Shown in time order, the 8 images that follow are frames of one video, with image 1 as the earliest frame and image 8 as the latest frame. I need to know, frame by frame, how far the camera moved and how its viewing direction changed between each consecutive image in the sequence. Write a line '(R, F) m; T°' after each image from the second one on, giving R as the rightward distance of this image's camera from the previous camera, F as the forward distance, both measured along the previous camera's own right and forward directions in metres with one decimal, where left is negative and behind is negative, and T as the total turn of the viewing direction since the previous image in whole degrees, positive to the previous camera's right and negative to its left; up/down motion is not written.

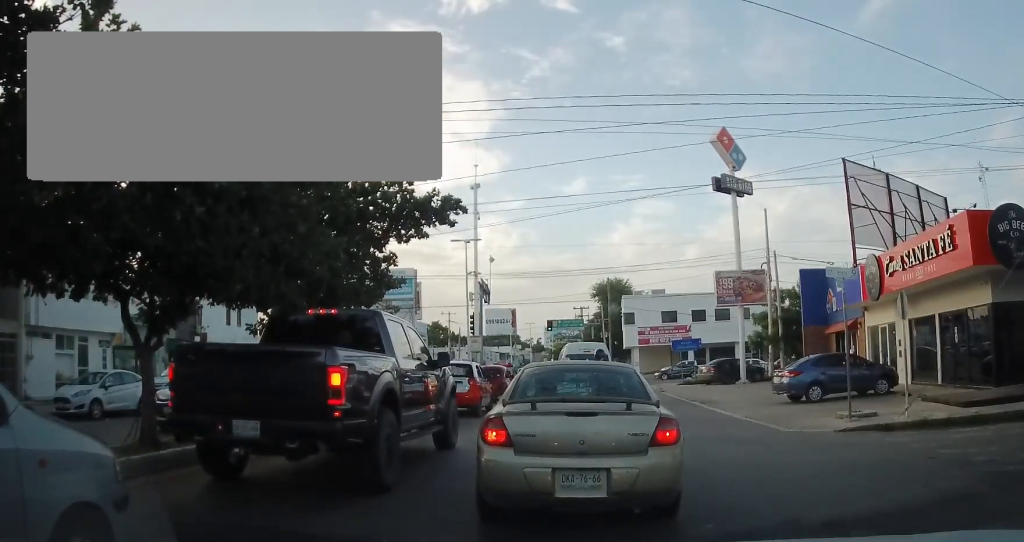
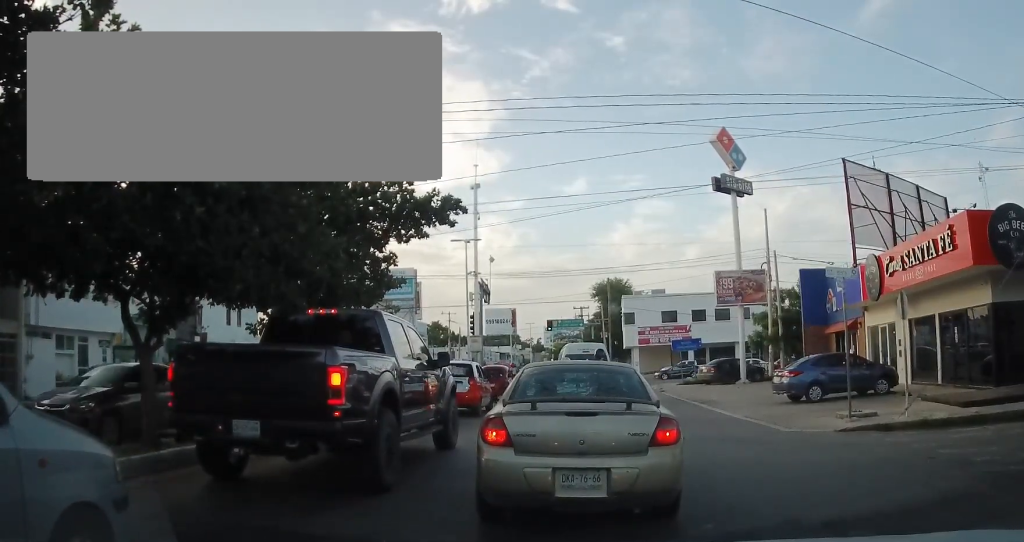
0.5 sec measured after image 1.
(0.0, +0.2) m; 0°
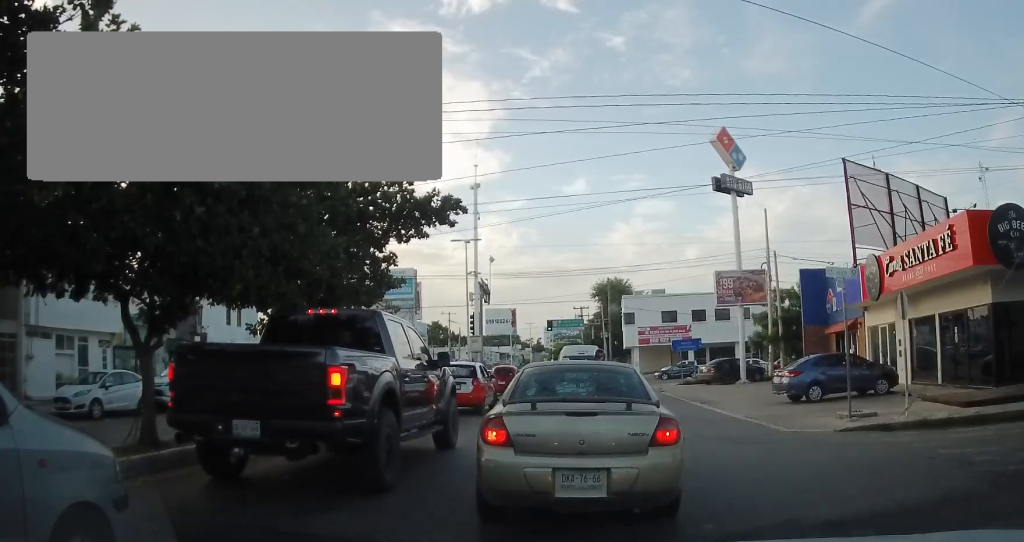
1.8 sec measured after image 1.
(-0.1, +0.5) m; 0°
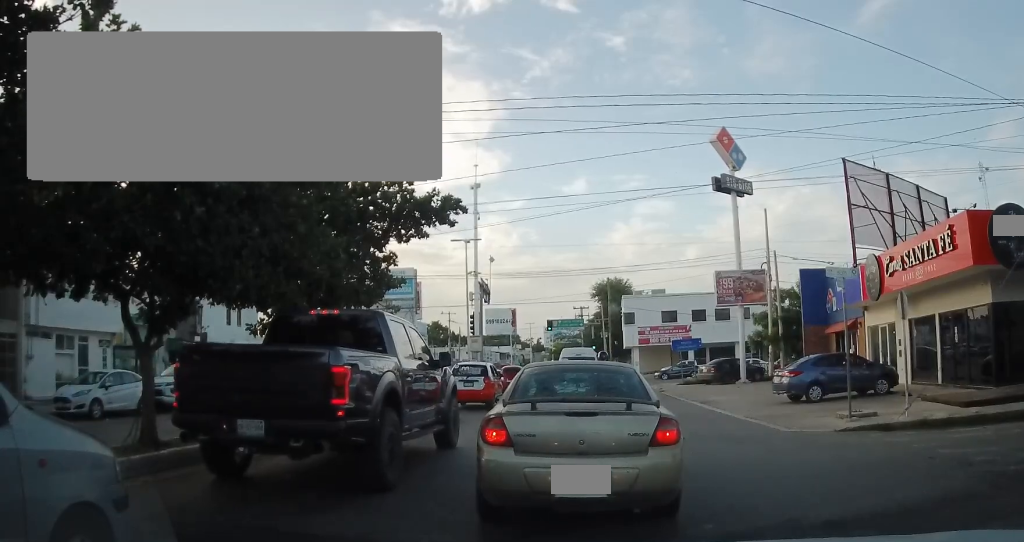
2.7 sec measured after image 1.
(0.0, +0.4) m; 0°
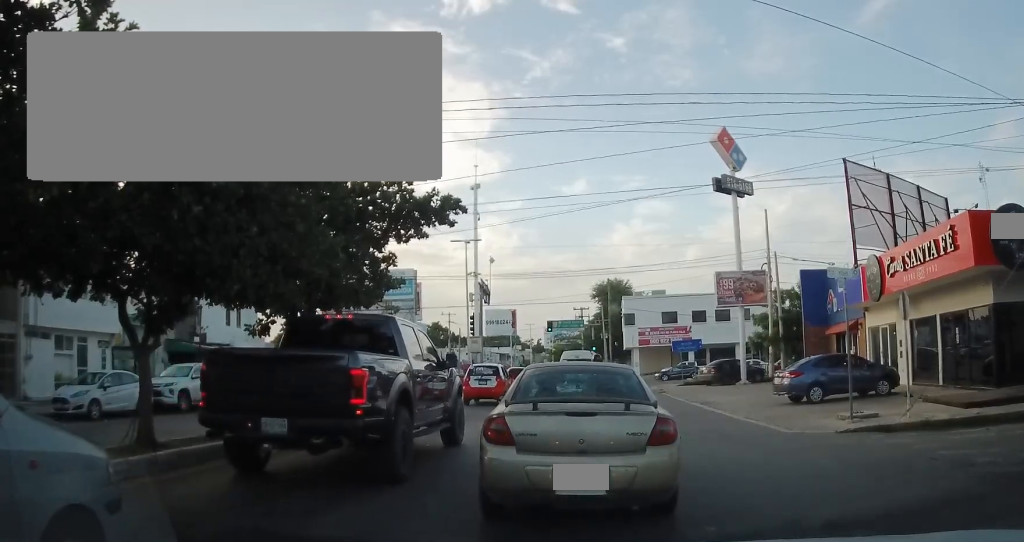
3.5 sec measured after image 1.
(0.0, +0.3) m; 0°
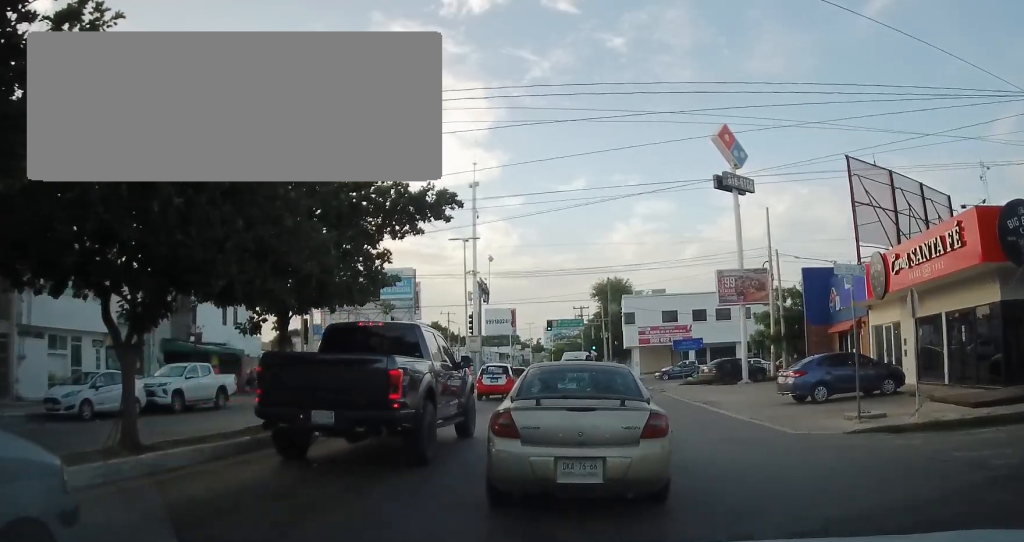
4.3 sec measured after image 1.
(0.0, +0.4) m; 0°
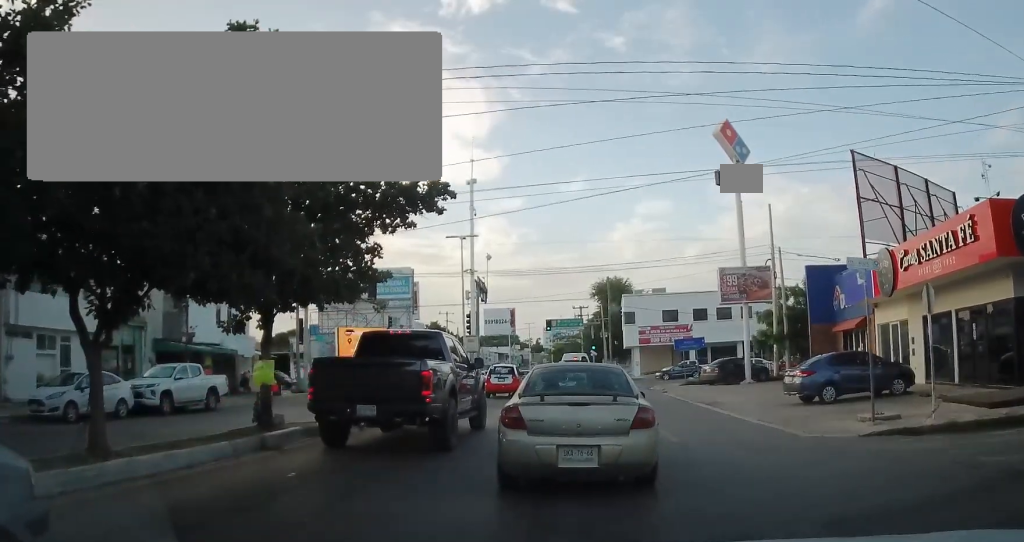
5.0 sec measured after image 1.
(0.0, +0.3) m; 0°
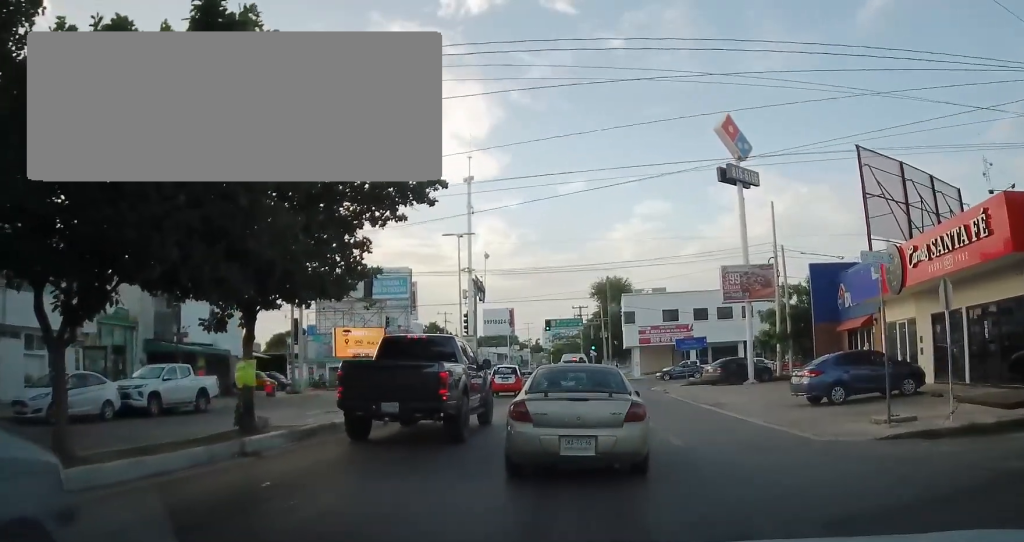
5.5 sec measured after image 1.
(0.0, +0.2) m; 0°
